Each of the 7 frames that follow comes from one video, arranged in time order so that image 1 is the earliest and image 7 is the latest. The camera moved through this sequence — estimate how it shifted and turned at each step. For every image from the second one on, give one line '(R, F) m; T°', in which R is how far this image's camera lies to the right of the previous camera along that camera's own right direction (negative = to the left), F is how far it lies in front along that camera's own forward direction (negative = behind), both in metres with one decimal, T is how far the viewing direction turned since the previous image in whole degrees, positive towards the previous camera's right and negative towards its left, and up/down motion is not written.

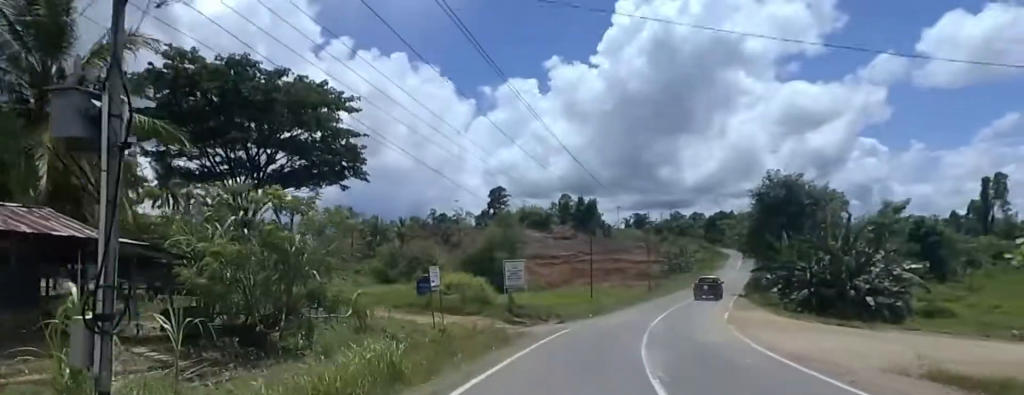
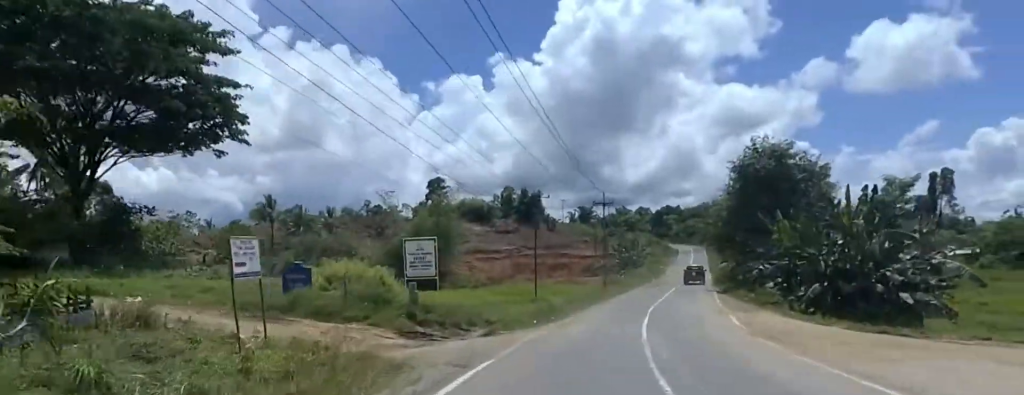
(+0.4, +11.1) m; +6°
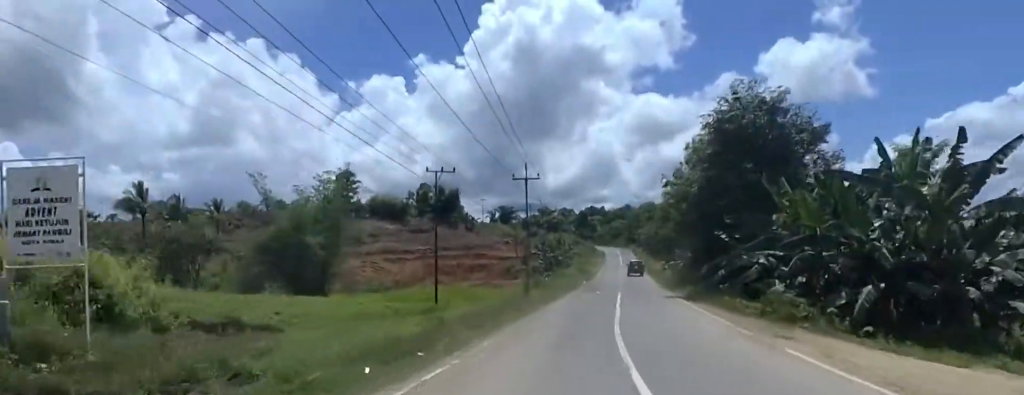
(+0.9, +12.5) m; +7°
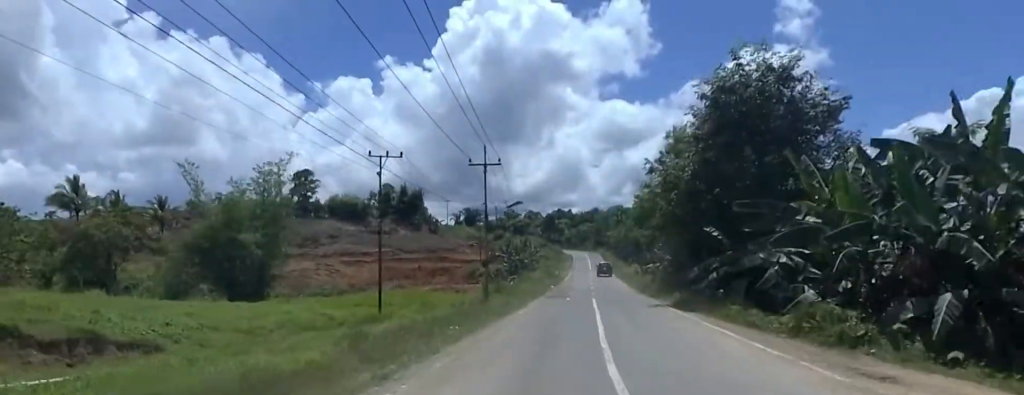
(+0.5, +5.4) m; +2°
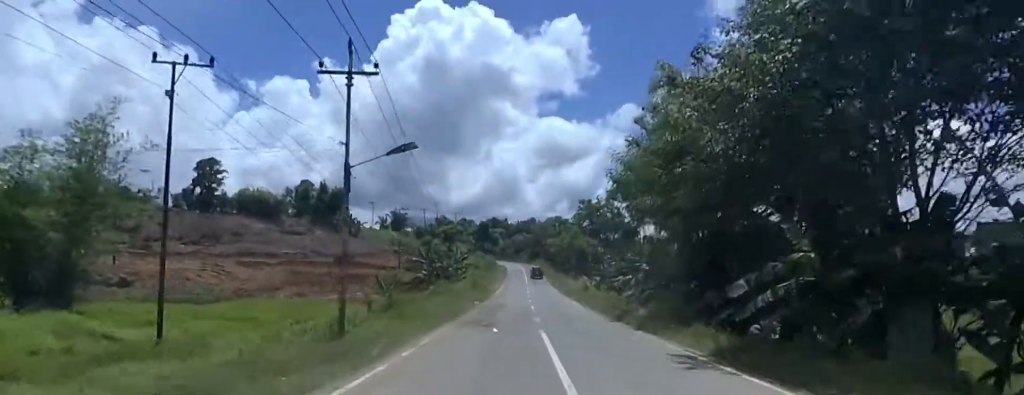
(-0.4, +14.2) m; +1°
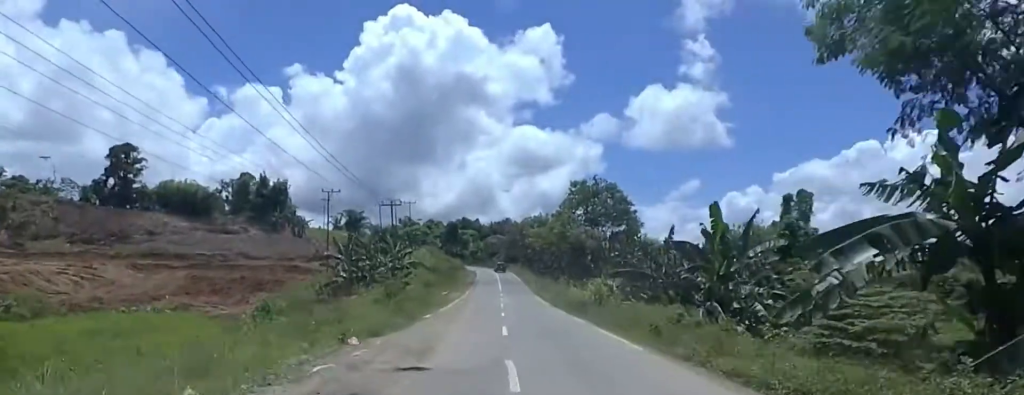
(+0.9, +21.9) m; -1°
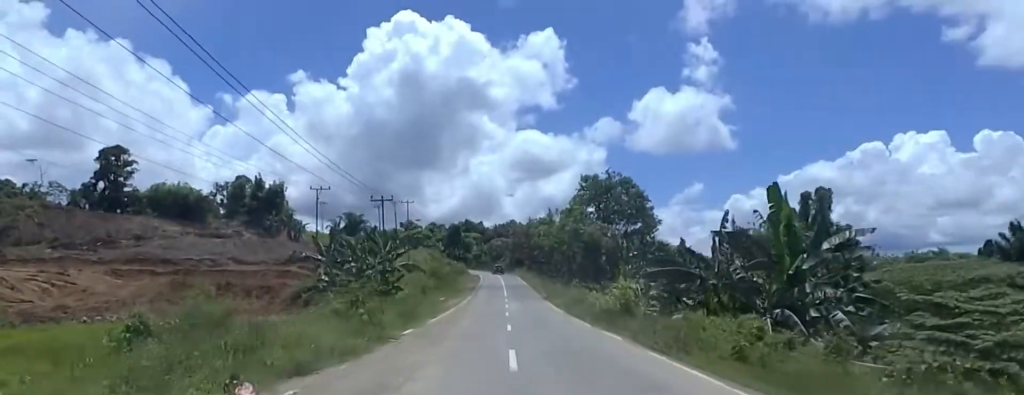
(-0.3, +5.7) m; 0°
